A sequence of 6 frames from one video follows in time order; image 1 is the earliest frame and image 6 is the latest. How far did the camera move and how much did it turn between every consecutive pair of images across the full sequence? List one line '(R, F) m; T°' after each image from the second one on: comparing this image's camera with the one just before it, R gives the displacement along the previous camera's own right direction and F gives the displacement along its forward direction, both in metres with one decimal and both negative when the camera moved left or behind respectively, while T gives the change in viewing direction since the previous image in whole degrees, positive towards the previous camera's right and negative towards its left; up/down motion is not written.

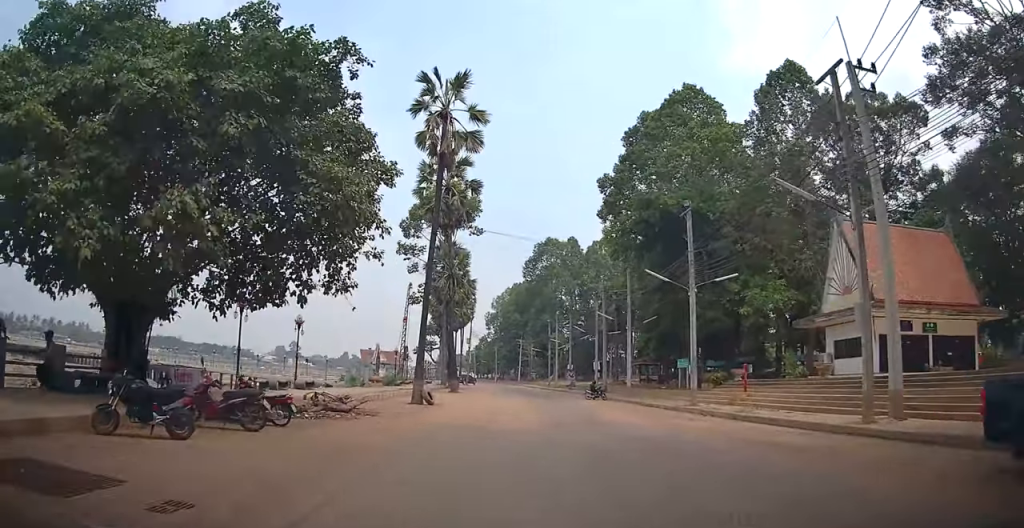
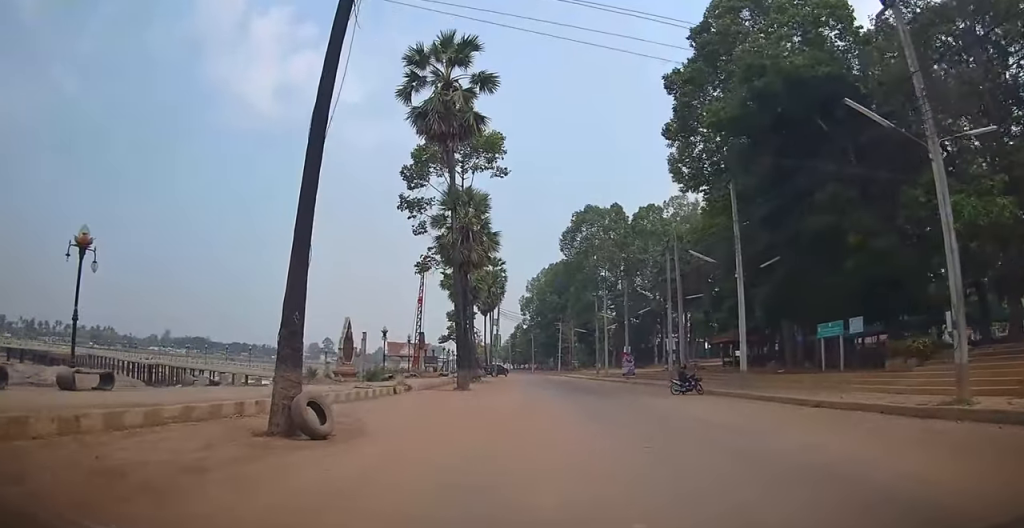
(-0.1, +15.8) m; 0°
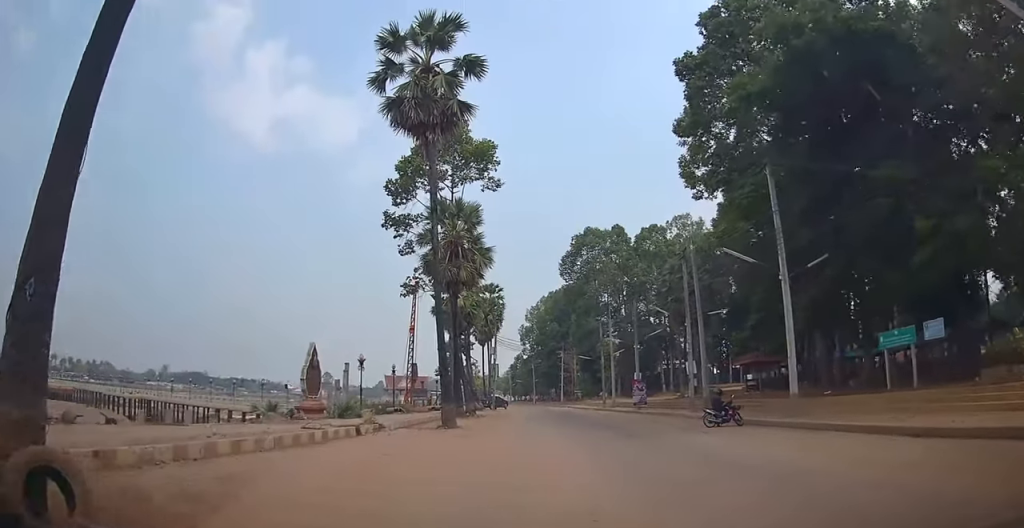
(0.0, +5.0) m; 0°
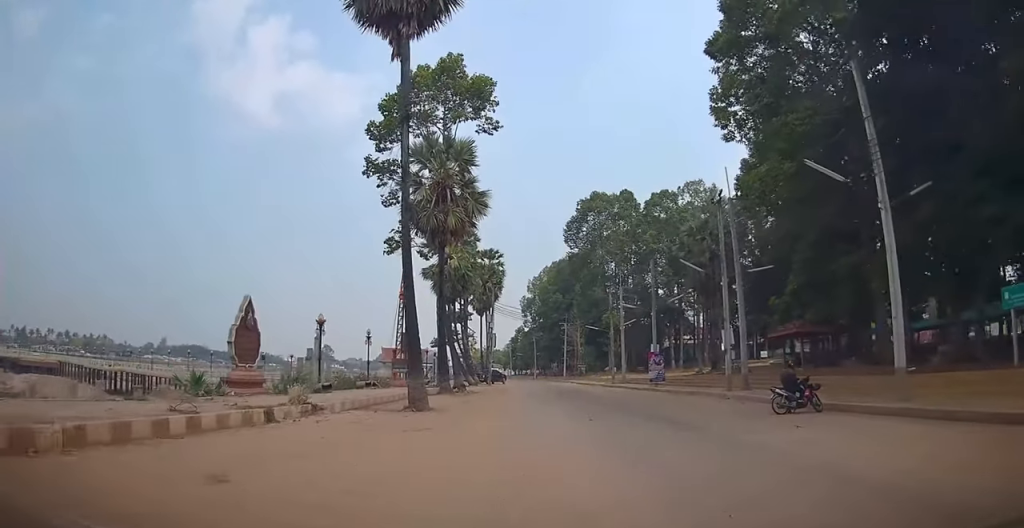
(0.0, +6.5) m; 0°
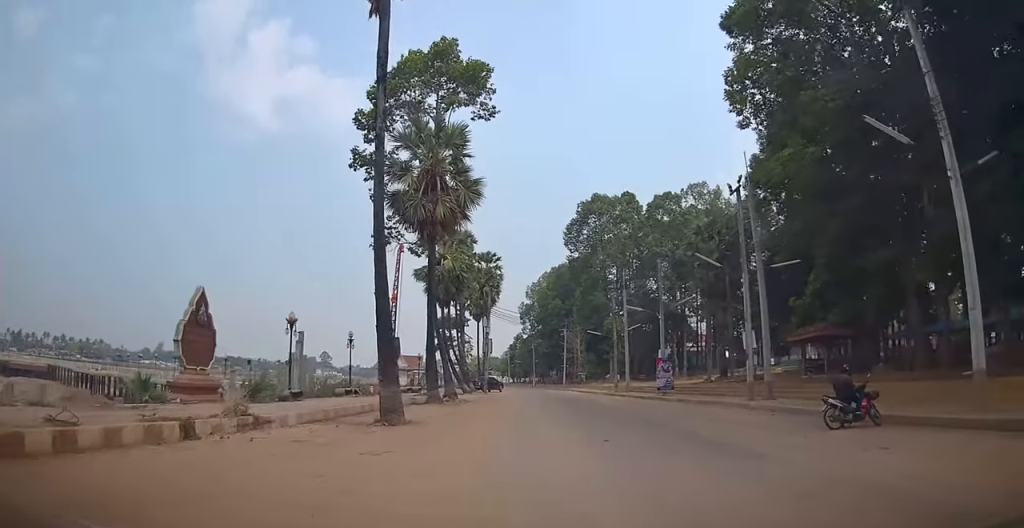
(0.0, +2.9) m; 0°
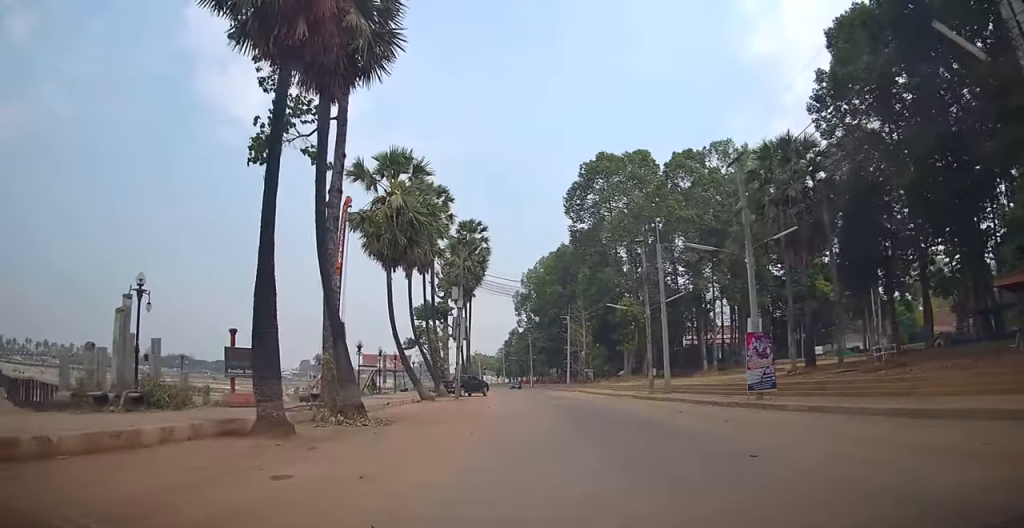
(0.0, +16.3) m; 0°
